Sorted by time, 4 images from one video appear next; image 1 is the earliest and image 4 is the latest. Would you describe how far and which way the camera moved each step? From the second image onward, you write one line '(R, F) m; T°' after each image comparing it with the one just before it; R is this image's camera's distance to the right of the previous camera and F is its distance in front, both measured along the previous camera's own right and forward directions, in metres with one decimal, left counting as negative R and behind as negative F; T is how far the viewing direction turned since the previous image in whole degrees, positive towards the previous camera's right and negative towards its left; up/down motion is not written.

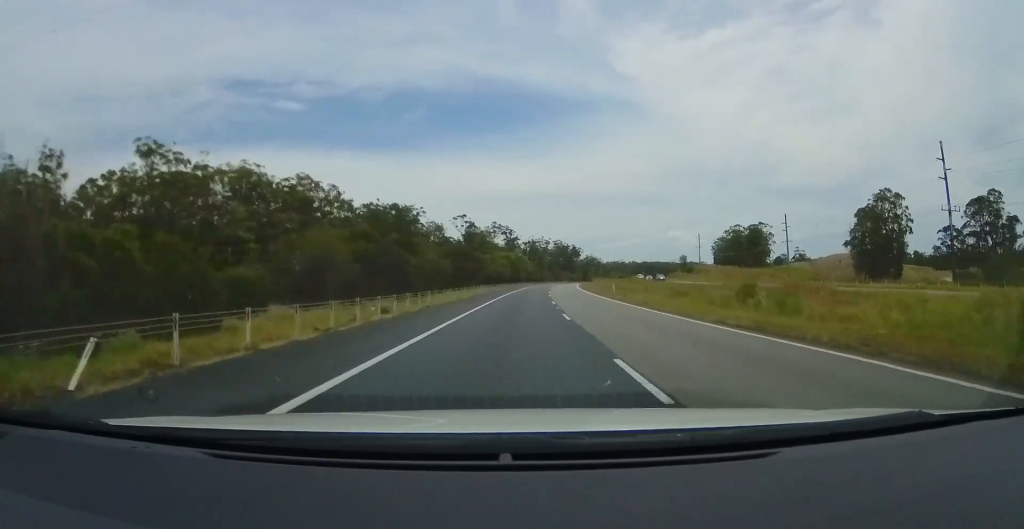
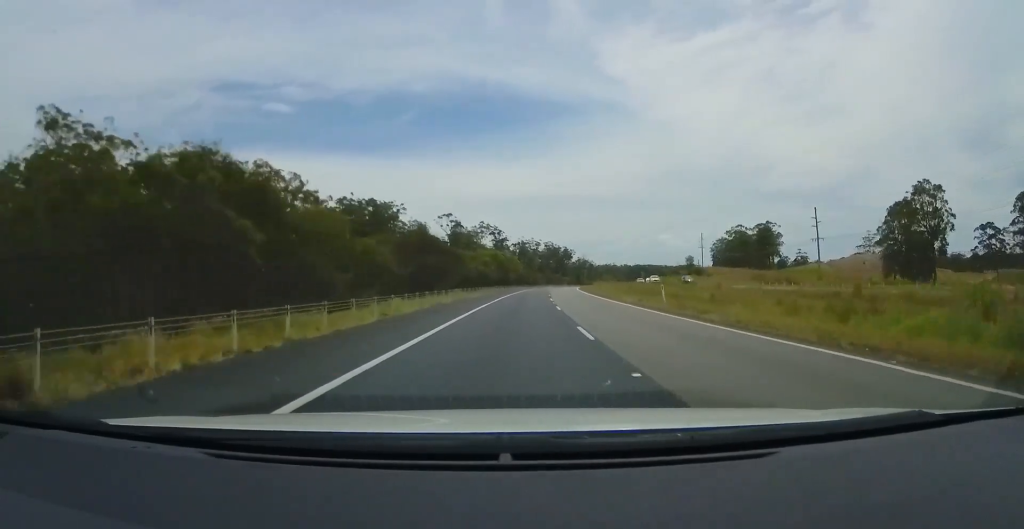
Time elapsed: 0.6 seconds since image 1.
(0.0, +17.7) m; +2°
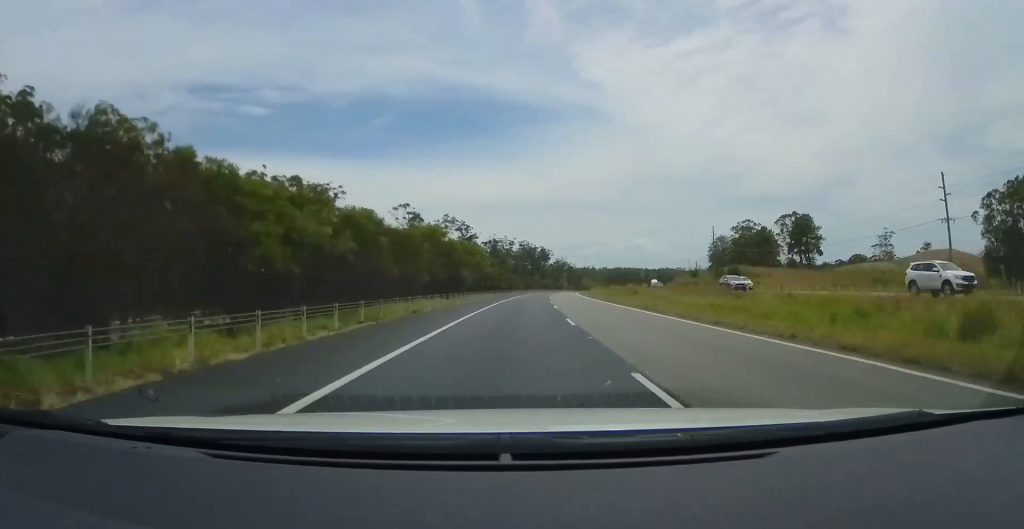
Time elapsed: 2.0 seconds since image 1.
(+1.5, +42.2) m; +3°
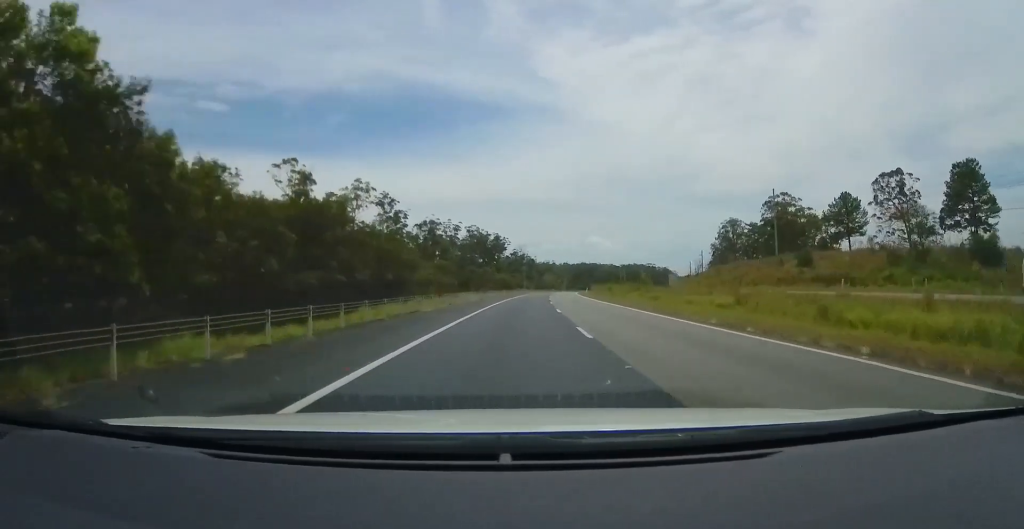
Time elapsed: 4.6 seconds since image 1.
(+3.7, +75.8) m; +5°
